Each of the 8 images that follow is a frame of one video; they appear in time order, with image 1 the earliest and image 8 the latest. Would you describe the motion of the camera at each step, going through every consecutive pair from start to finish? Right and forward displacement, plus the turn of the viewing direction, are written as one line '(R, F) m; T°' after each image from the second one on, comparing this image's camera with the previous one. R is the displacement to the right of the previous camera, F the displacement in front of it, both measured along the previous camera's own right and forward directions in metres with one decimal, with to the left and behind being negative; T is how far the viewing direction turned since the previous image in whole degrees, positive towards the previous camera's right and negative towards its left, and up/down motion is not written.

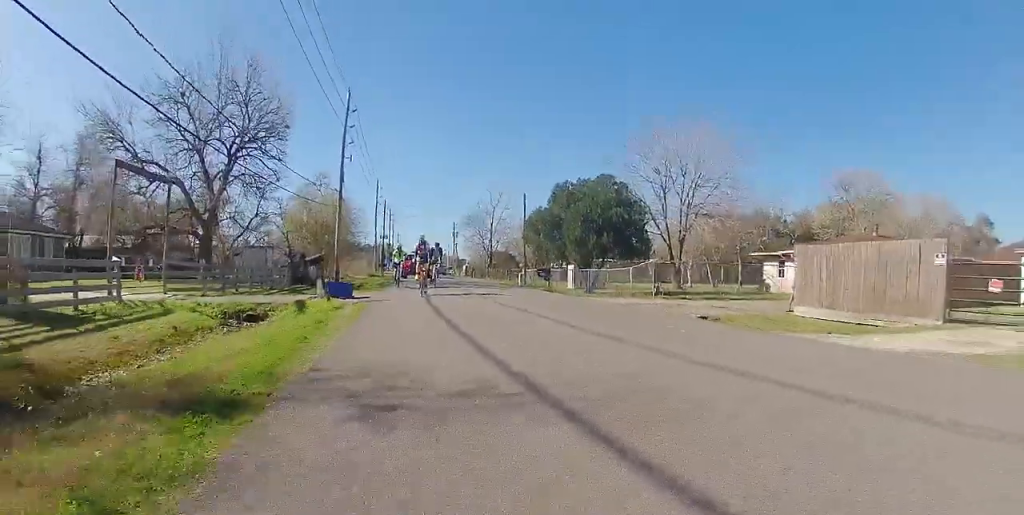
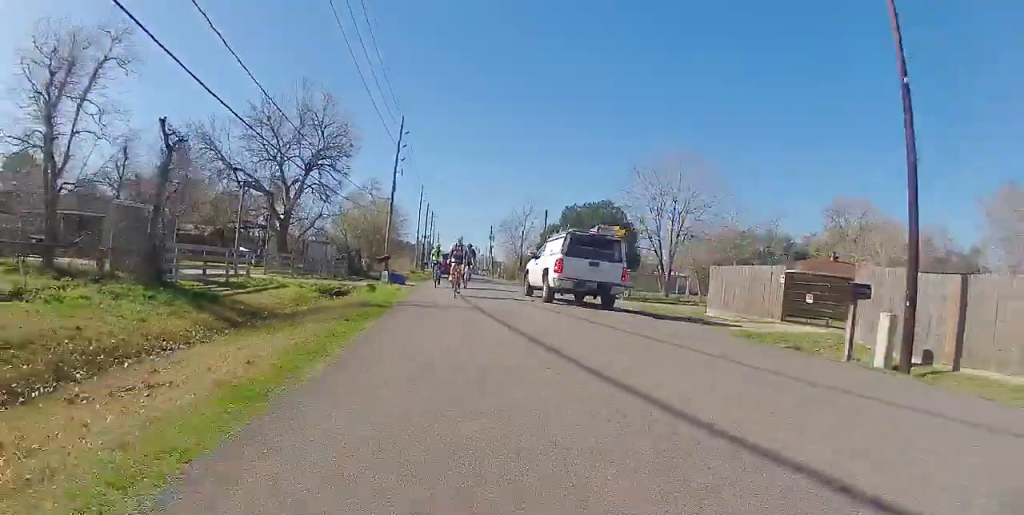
(-0.2, +8.8) m; -1°
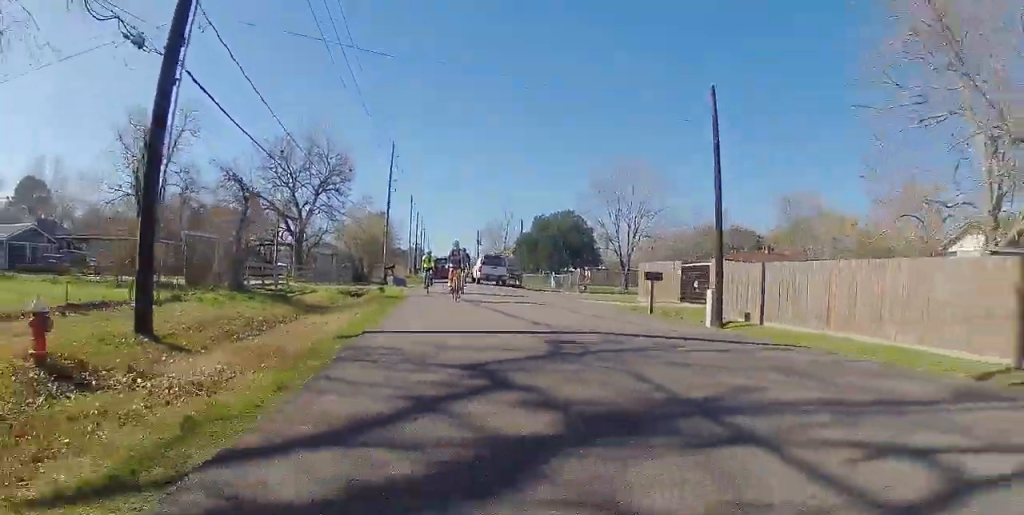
(0.0, +8.5) m; +1°
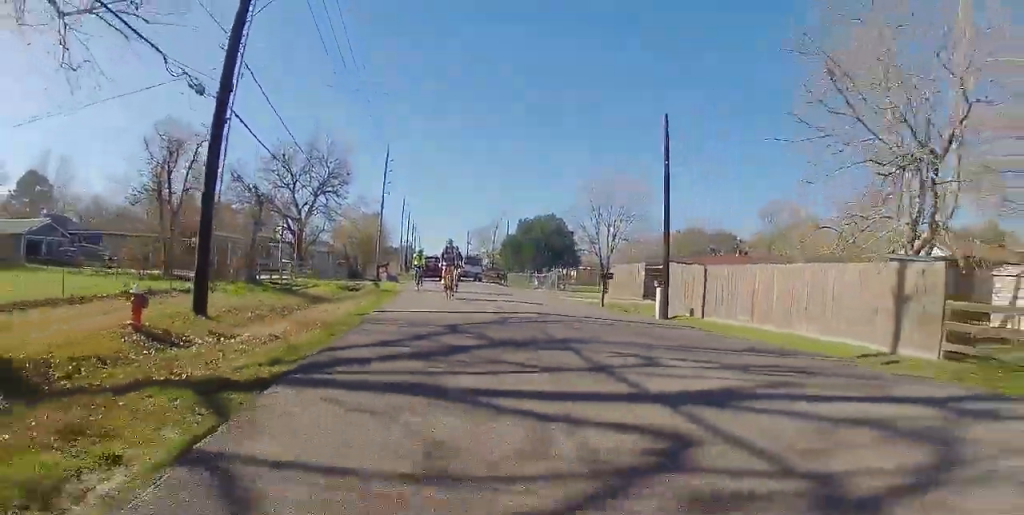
(0.0, +3.7) m; 0°
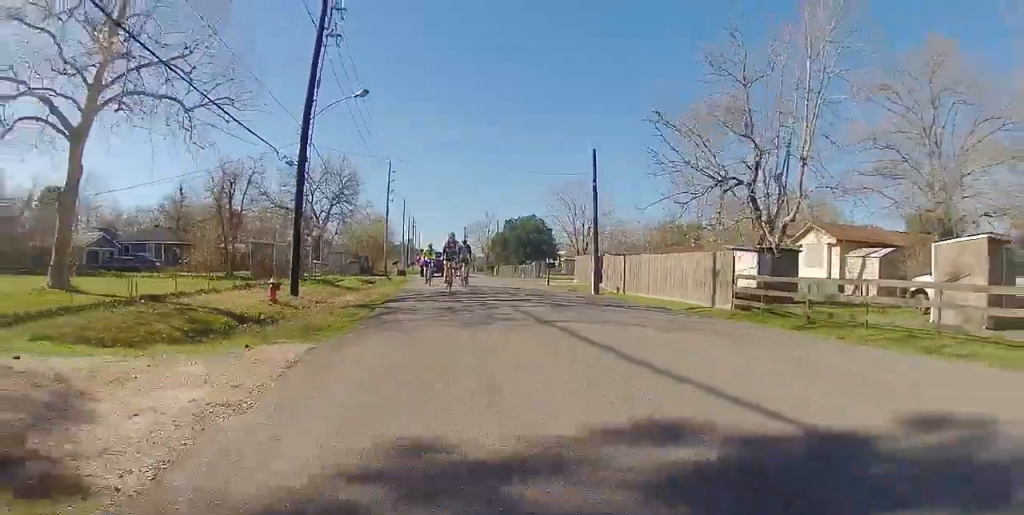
(+0.1, +10.2) m; 0°
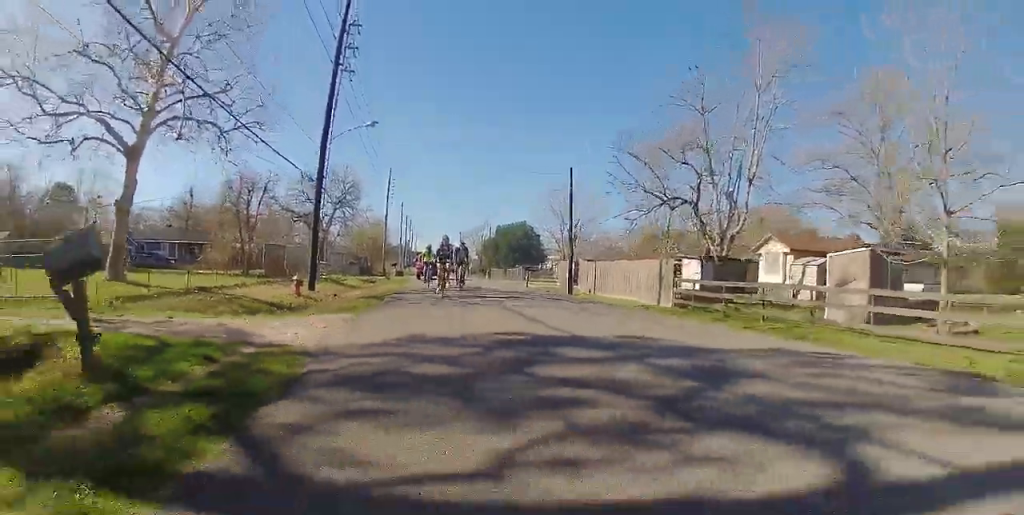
(0.0, +4.9) m; 0°
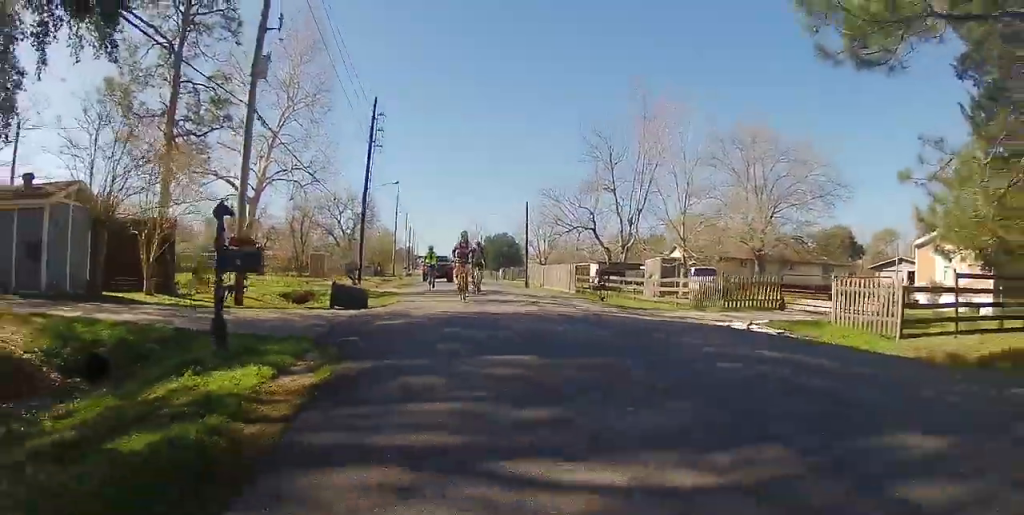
(-0.3, +18.9) m; -1°
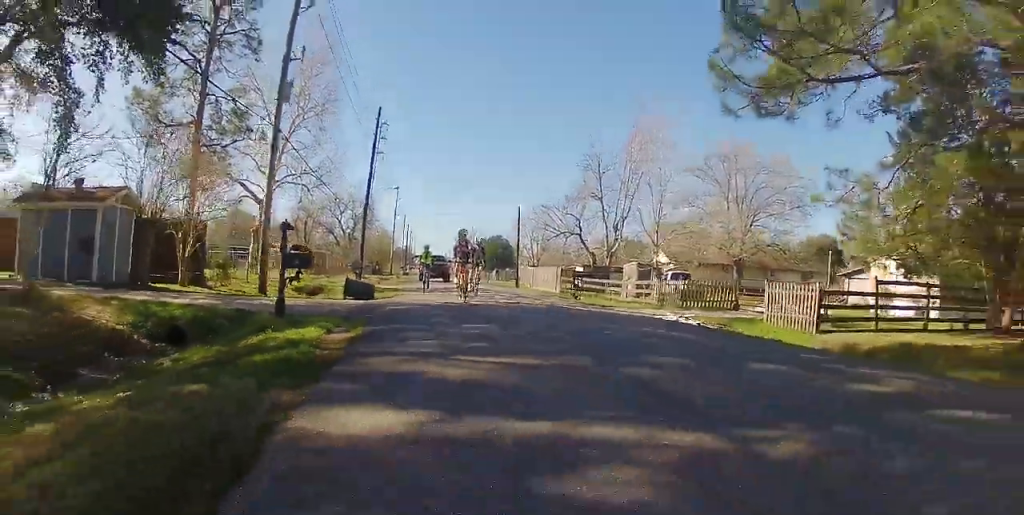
(0.0, +3.4) m; +1°
